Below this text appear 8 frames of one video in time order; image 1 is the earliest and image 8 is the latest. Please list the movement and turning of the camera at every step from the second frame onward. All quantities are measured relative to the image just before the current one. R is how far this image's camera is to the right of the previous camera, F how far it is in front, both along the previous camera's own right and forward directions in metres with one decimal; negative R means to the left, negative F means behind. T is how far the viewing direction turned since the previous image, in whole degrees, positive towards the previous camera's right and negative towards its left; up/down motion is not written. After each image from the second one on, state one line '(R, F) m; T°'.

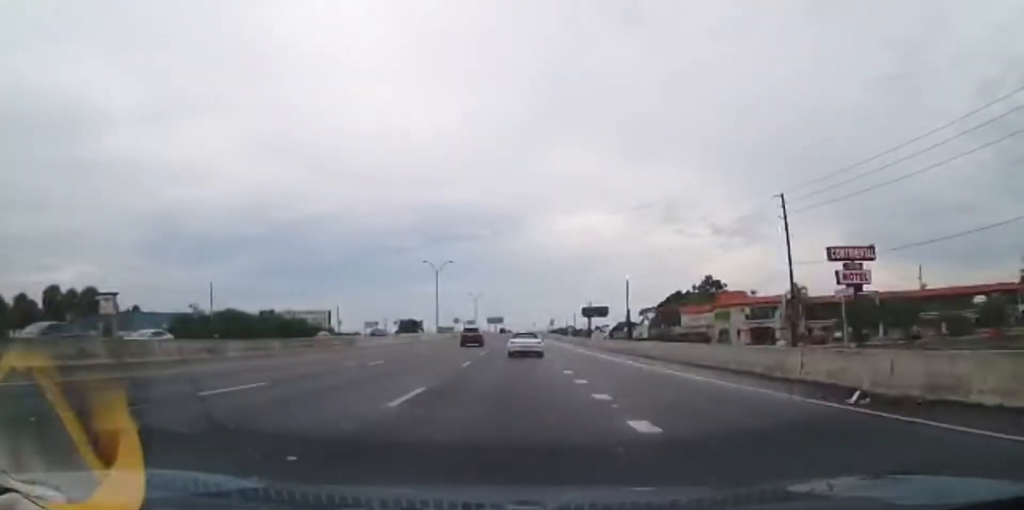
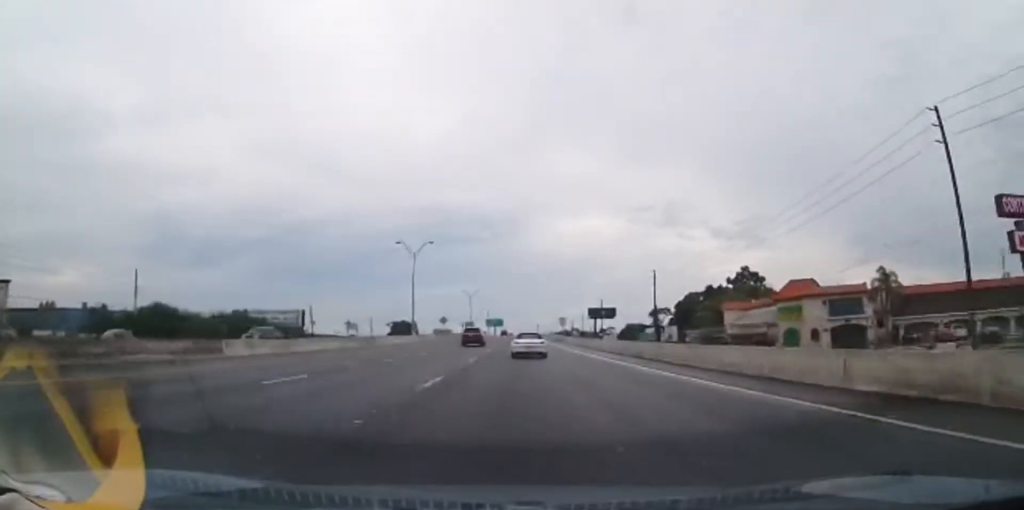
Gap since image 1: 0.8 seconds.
(0.0, +21.5) m; 0°
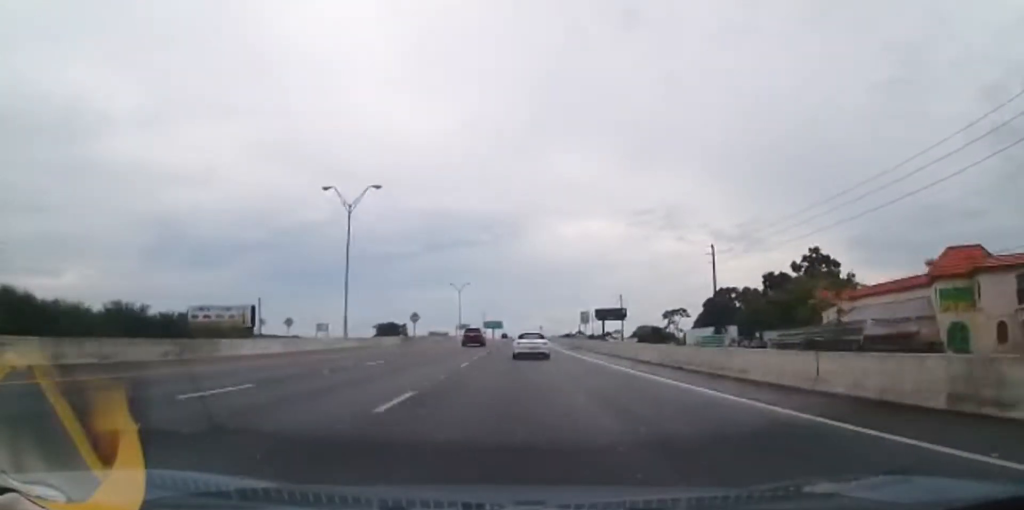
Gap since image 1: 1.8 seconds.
(0.0, +27.8) m; +1°
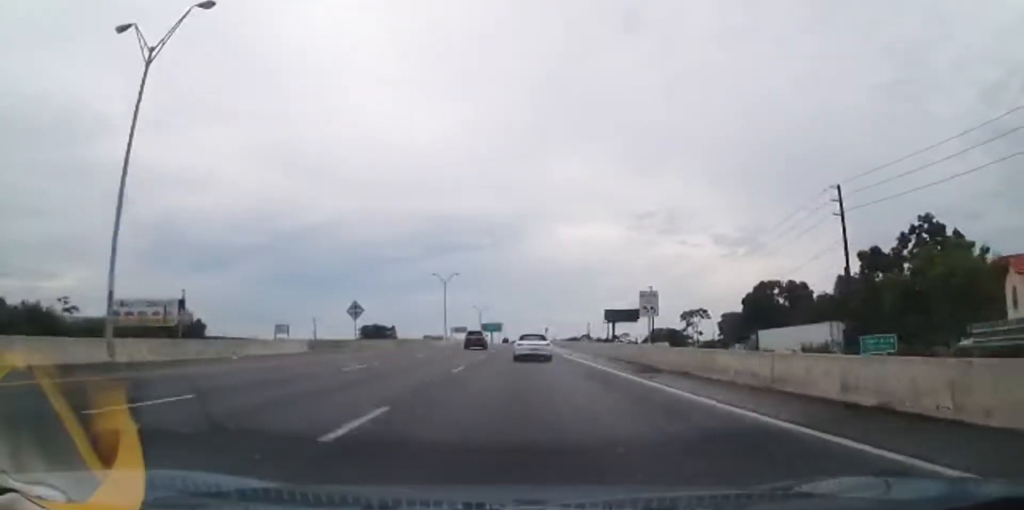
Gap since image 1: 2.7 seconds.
(+0.2, +26.7) m; -1°
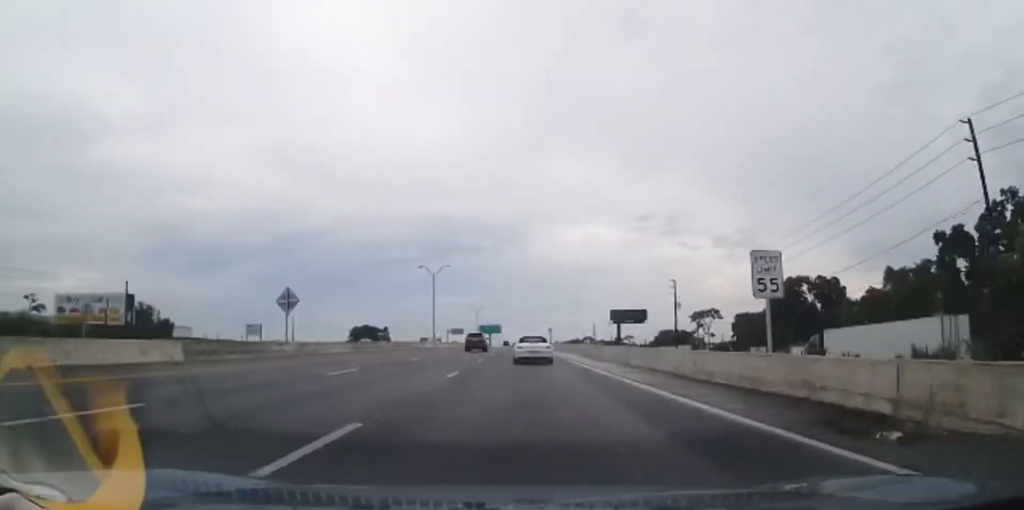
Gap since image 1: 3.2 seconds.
(-0.1, +13.8) m; 0°
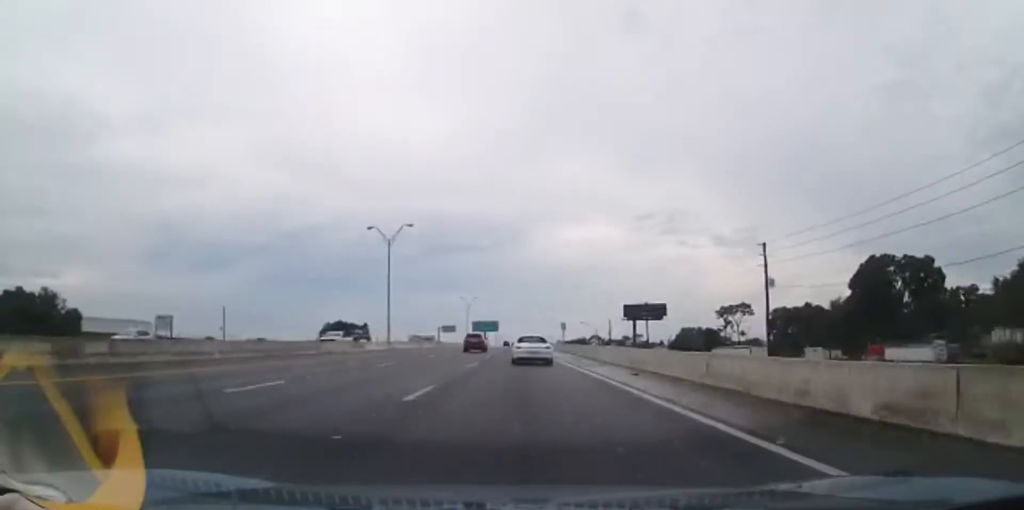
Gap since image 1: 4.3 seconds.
(-0.4, +30.4) m; 0°
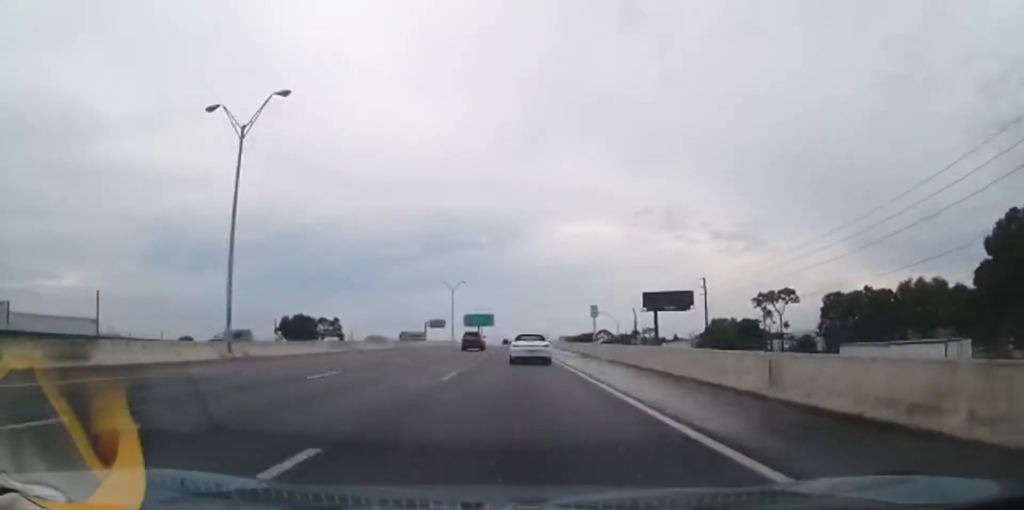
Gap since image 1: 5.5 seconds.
(+0.5, +32.1) m; +1°
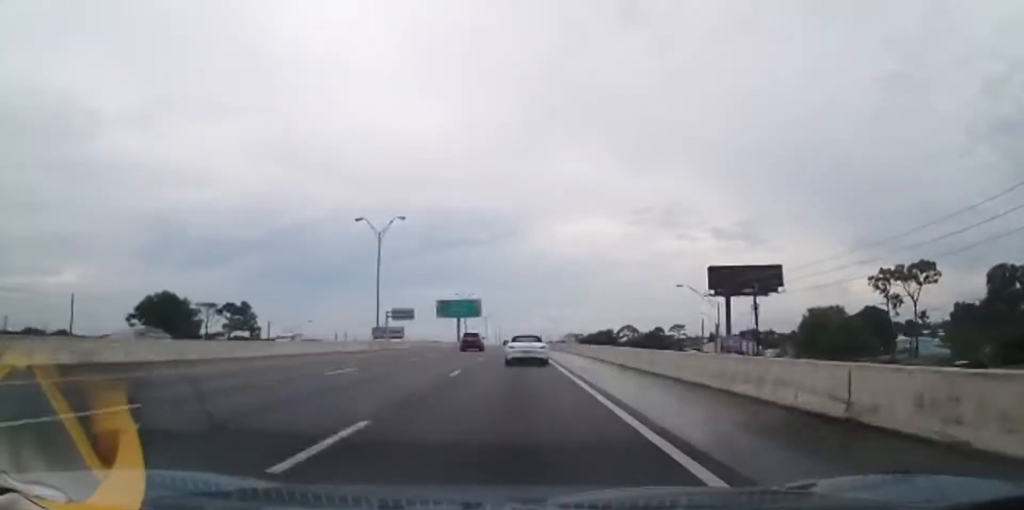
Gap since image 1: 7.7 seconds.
(-0.4, +59.2) m; 0°
